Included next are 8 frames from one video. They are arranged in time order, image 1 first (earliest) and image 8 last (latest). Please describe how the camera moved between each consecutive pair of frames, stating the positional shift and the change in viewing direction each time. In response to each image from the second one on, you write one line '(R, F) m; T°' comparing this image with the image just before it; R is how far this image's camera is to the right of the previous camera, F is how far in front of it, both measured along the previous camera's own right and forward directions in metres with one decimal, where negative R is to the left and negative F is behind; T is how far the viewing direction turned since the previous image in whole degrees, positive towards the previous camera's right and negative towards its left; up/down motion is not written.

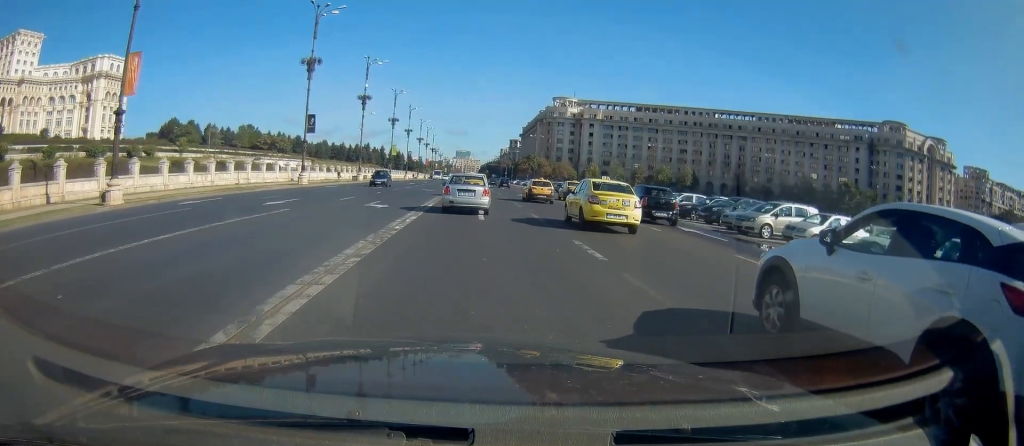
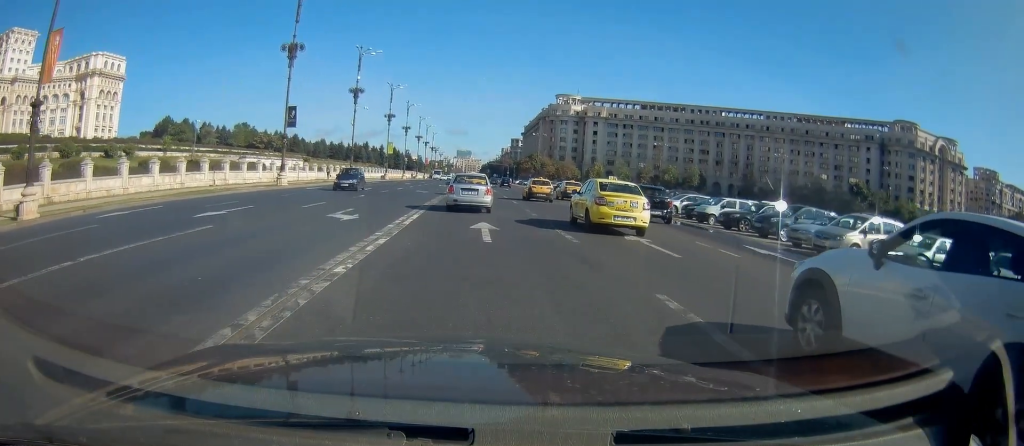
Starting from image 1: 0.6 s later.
(-0.1, +5.9) m; -1°
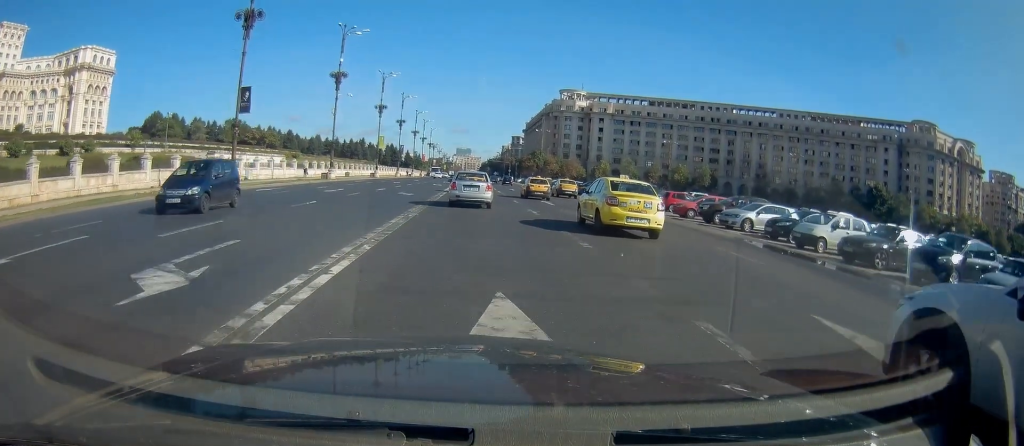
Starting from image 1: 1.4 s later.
(-0.1, +9.6) m; 0°
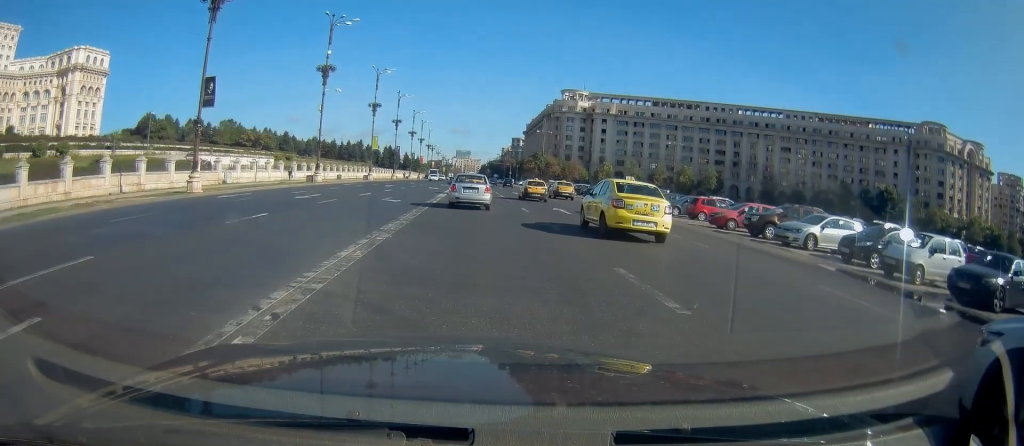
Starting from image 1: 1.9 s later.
(0.0, +5.3) m; 0°
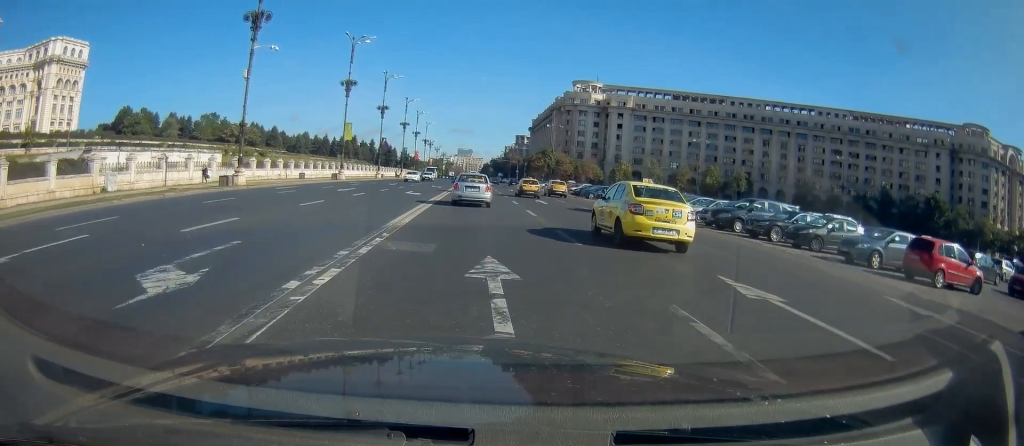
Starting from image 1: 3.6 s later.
(0.0, +20.5) m; -1°
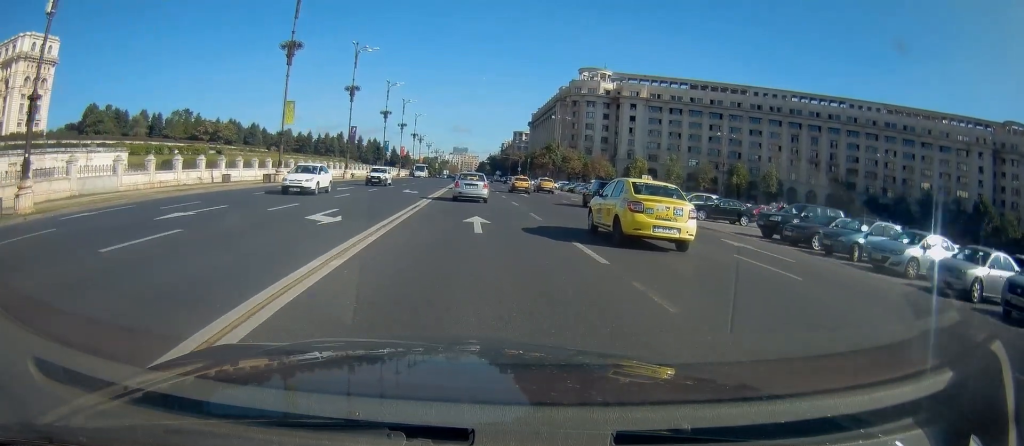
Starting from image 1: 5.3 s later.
(+0.1, +20.9) m; +1°
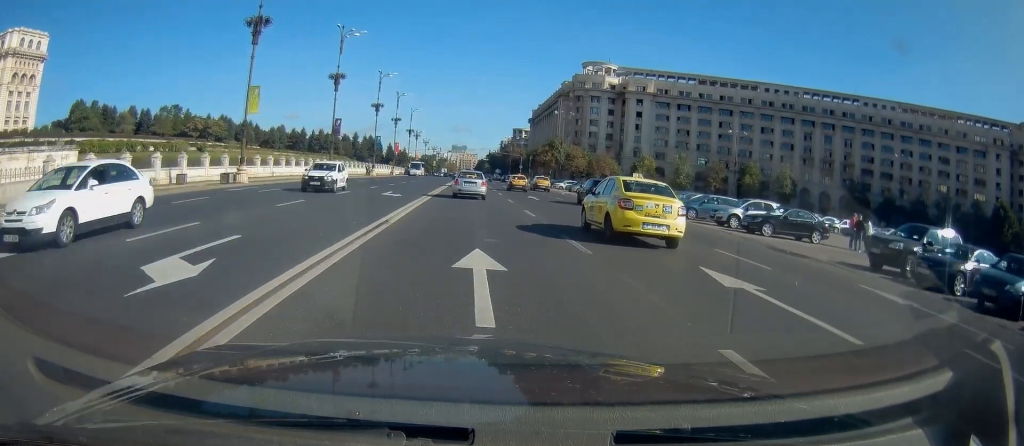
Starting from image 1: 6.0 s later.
(0.0, +8.0) m; 0°
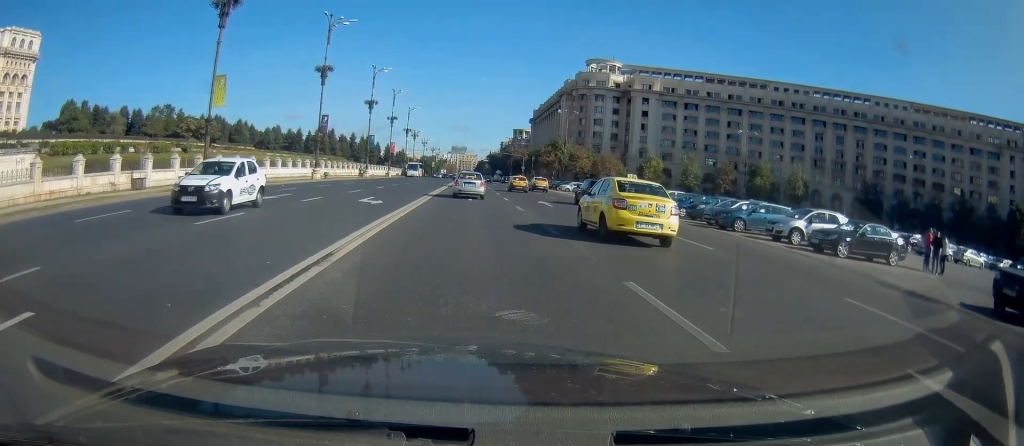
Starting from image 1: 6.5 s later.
(0.0, +5.9) m; 0°
